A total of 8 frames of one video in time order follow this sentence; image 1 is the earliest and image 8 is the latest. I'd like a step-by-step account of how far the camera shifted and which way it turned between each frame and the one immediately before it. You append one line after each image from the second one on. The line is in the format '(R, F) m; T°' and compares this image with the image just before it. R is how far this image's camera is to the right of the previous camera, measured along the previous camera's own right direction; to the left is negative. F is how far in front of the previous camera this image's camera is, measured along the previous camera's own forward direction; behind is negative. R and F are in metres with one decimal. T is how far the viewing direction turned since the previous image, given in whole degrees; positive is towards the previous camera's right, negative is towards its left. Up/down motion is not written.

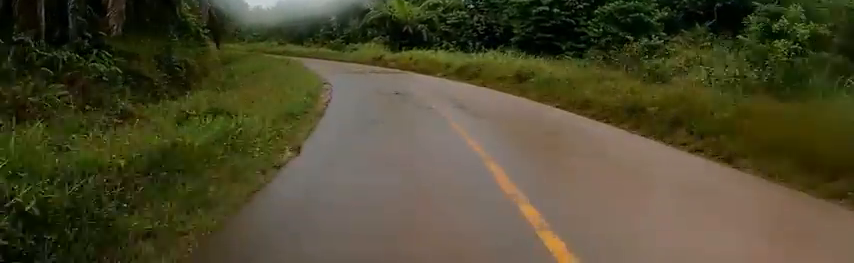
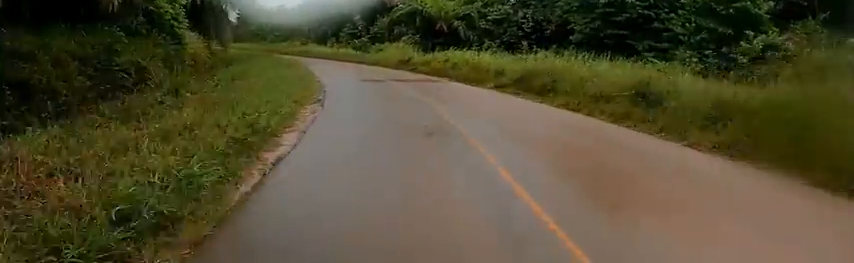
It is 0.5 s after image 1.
(-0.2, +6.2) m; -2°
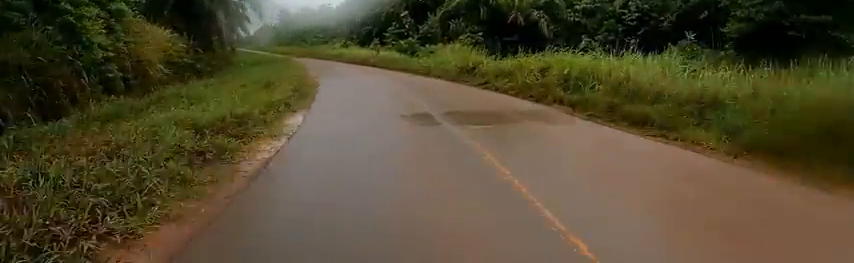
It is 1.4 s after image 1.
(-0.3, +9.6) m; -1°
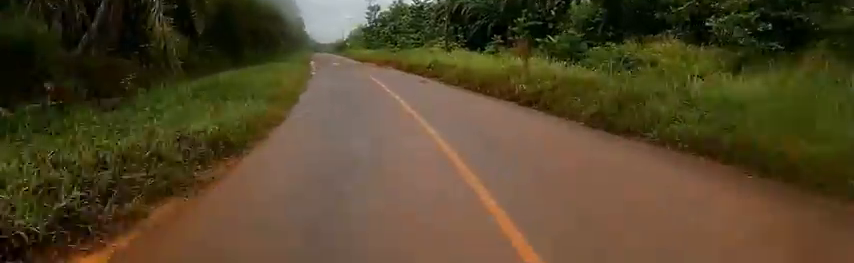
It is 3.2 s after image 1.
(-2.2, +20.0) m; -14°
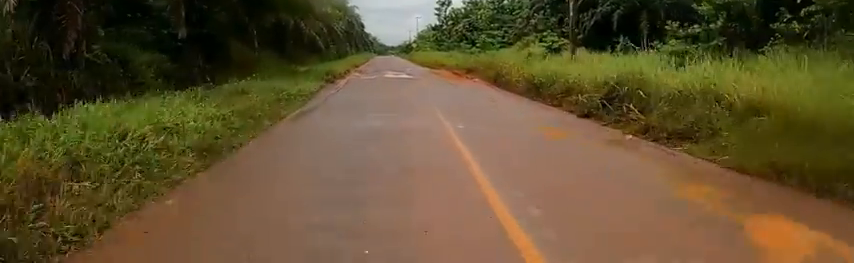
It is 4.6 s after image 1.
(-0.1, +12.5) m; -1°
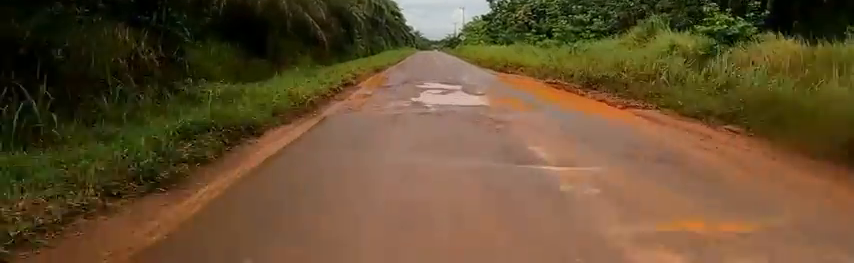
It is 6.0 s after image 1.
(0.0, +10.5) m; 0°
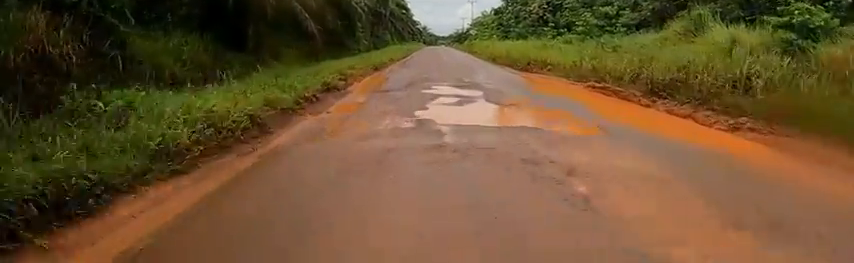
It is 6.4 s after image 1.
(0.0, +2.8) m; 0°
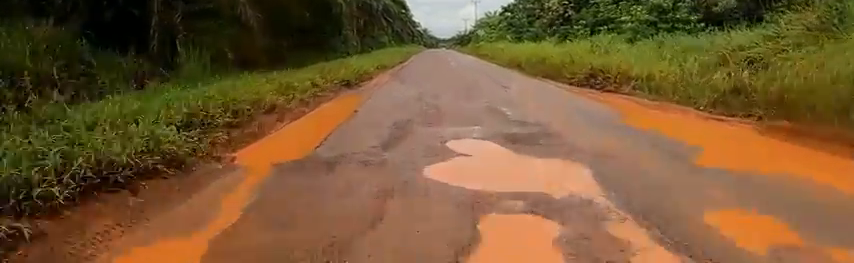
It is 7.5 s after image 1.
(0.0, +6.0) m; 0°
